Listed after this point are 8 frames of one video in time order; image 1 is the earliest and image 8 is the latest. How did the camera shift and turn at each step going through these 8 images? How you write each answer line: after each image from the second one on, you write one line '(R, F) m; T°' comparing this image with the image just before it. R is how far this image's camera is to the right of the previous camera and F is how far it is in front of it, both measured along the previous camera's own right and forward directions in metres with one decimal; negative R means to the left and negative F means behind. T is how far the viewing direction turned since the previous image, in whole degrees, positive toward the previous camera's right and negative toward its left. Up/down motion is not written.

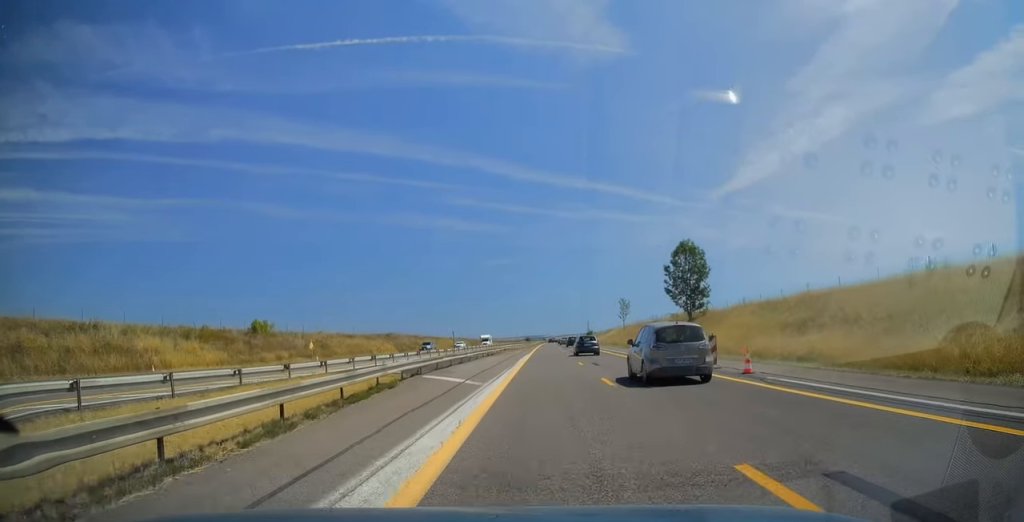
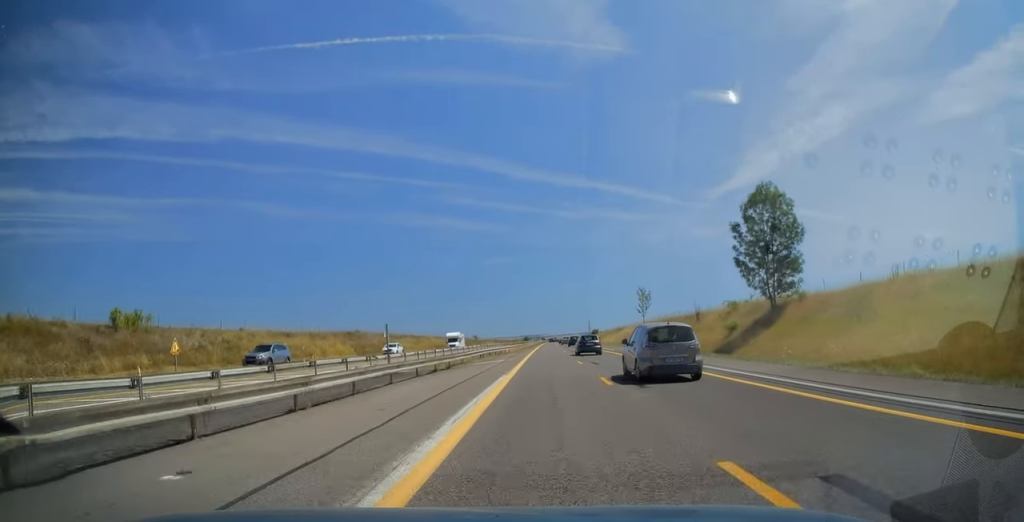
(0.0, +25.8) m; +1°
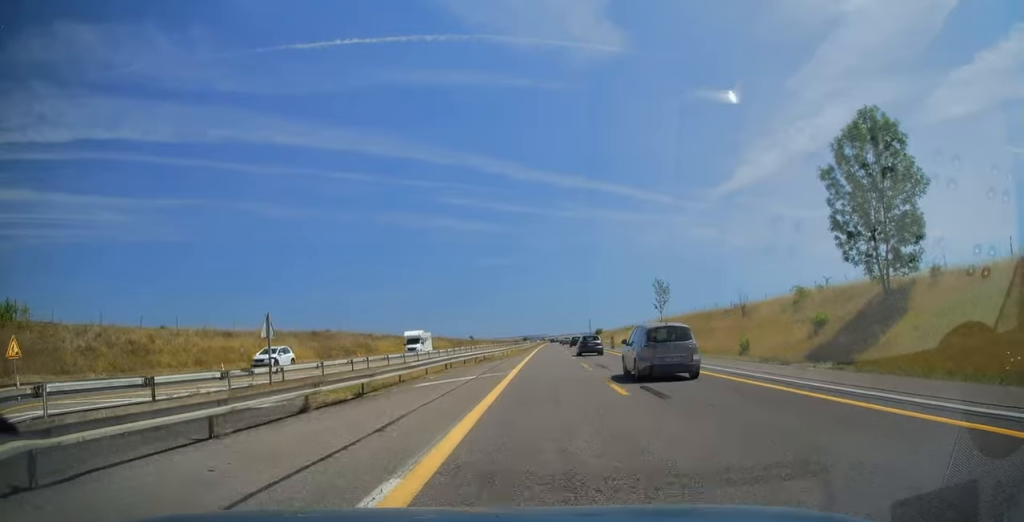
(+0.1, +15.6) m; 0°
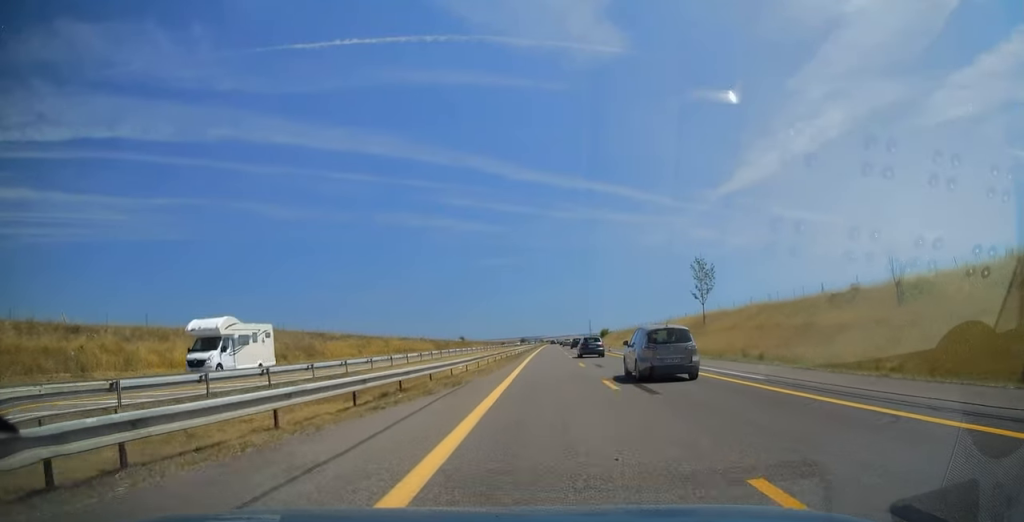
(+0.1, +24.1) m; 0°
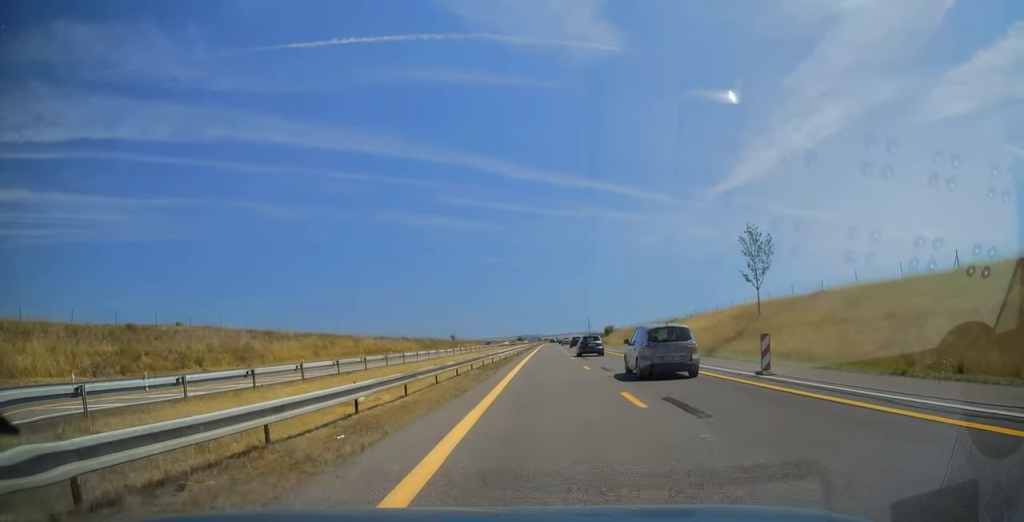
(-0.2, +17.3) m; -1°
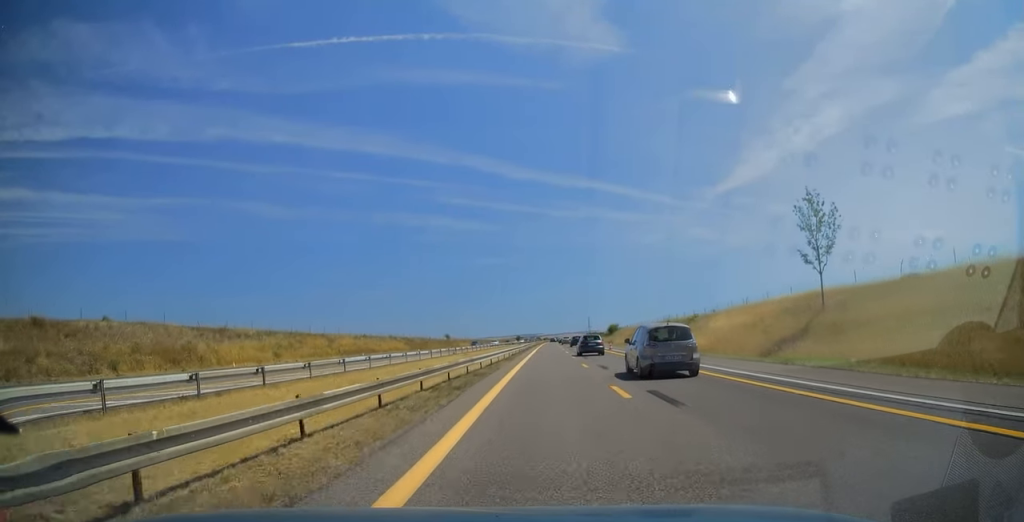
(0.0, +11.4) m; 0°
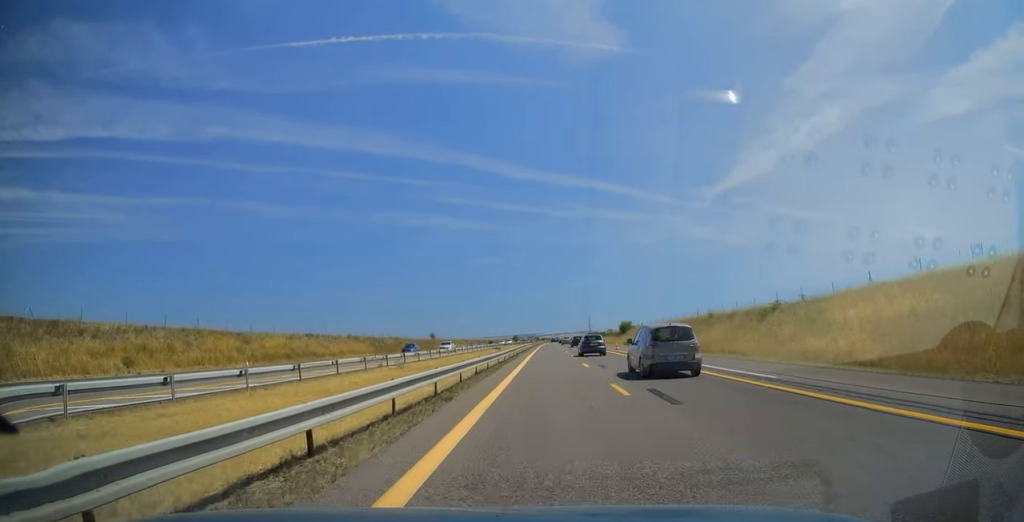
(+0.2, +25.4) m; 0°
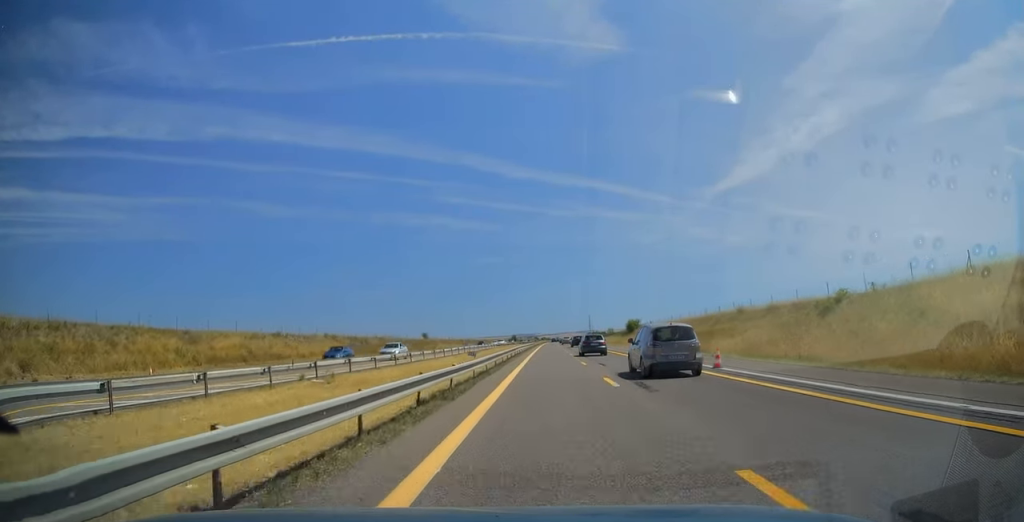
(+0.2, +10.6) m; 0°
